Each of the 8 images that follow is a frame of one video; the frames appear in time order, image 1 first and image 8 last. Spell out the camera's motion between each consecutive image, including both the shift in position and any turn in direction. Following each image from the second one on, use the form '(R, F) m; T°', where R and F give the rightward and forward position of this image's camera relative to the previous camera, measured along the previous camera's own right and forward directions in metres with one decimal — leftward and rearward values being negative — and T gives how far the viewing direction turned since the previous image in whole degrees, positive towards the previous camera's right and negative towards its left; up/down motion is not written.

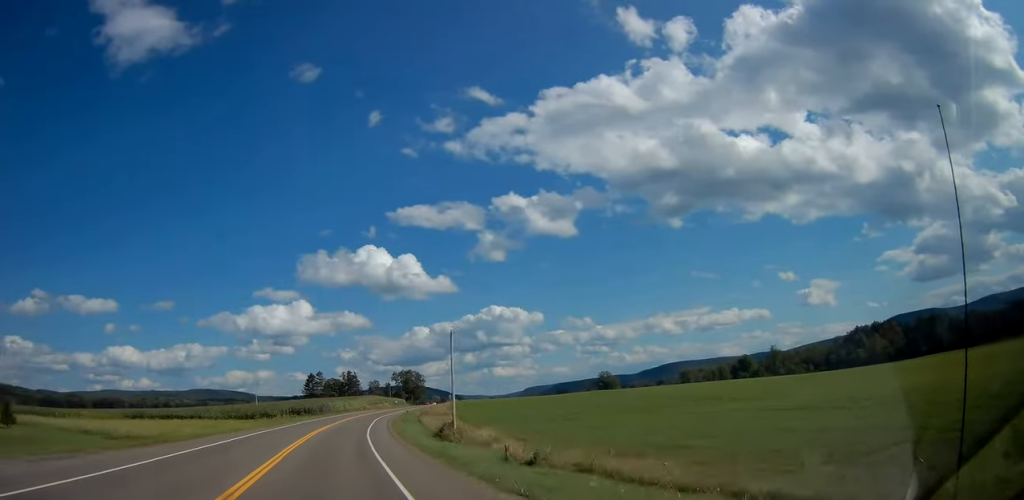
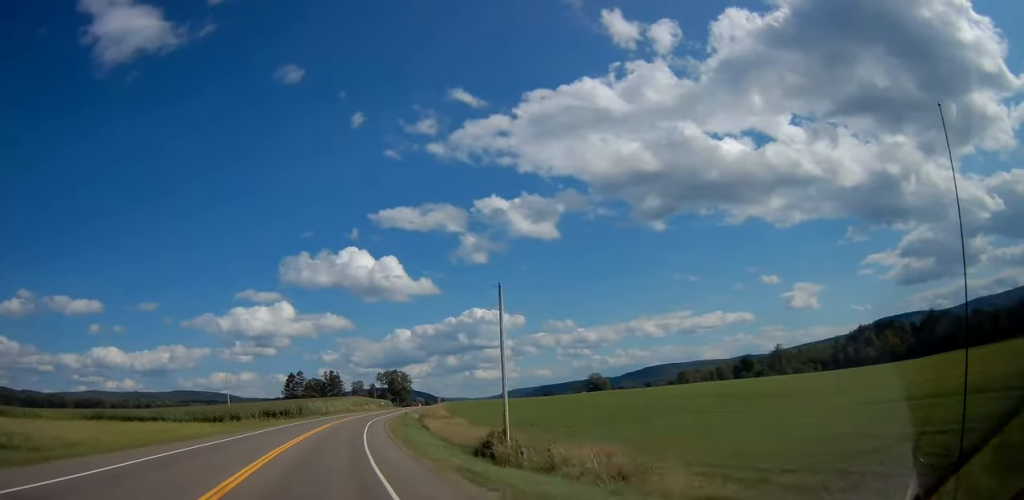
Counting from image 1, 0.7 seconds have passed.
(+0.2, +16.8) m; +2°
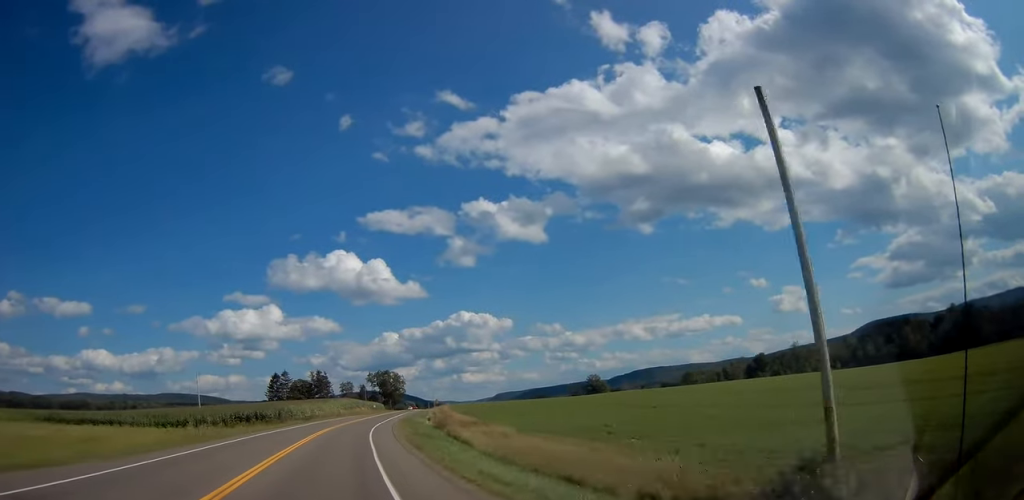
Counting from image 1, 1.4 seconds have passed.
(+0.3, +19.4) m; +2°
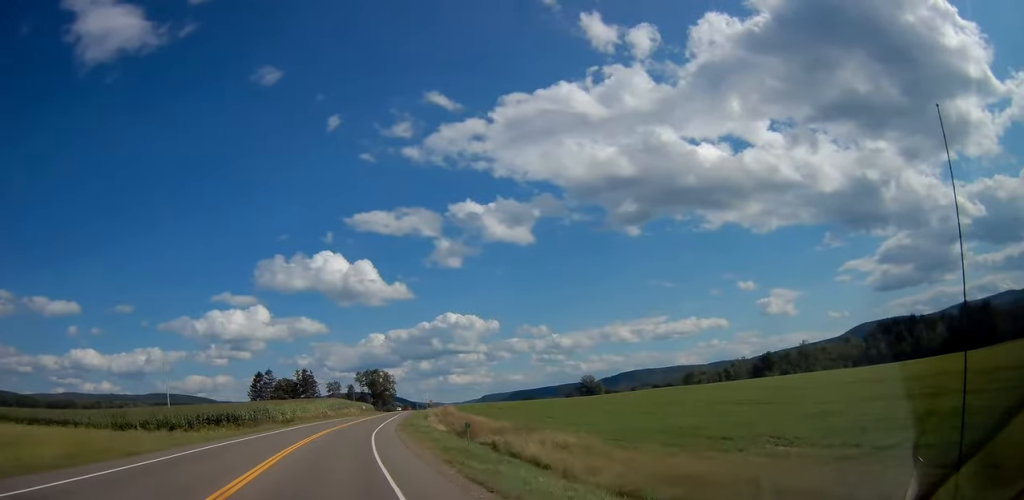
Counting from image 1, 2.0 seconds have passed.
(+0.2, +14.4) m; +1°
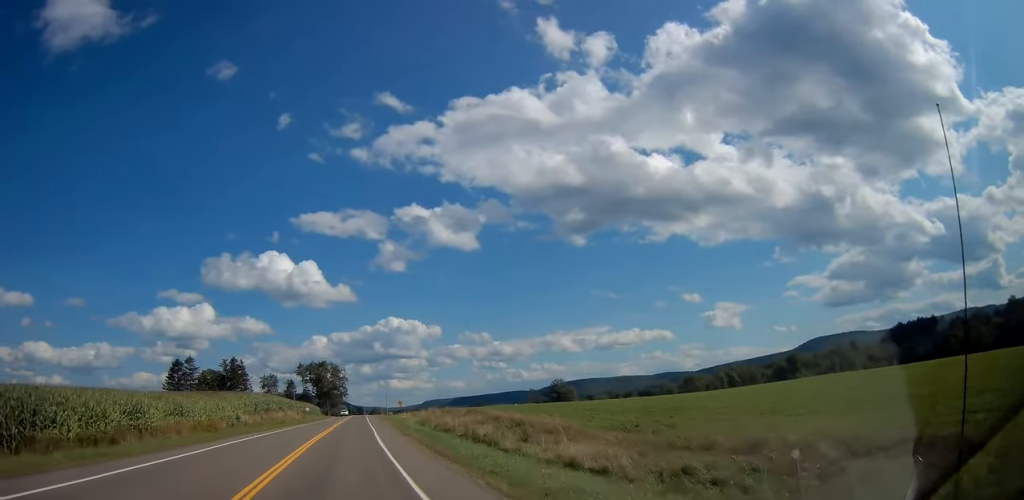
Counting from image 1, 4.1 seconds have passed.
(+2.3, +53.1) m; +5°
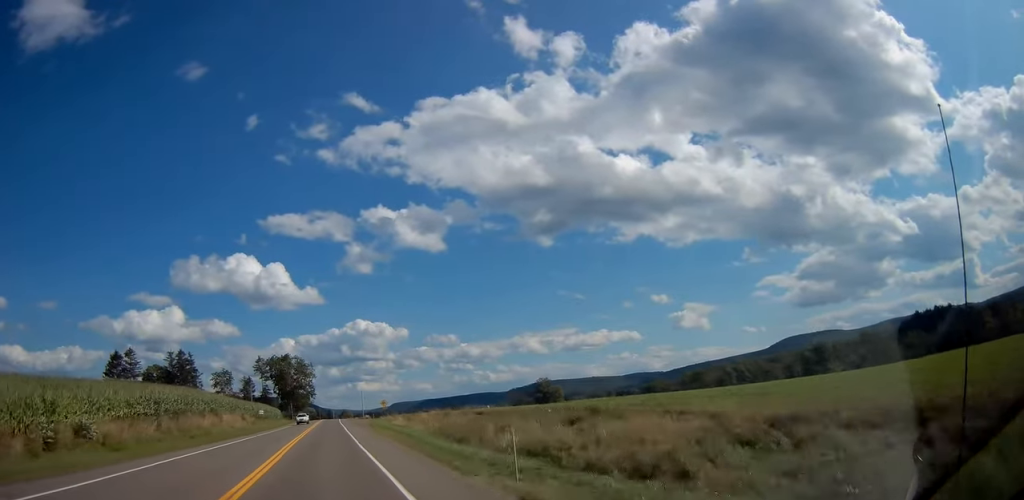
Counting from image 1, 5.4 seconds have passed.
(+1.0, +31.8) m; +4°
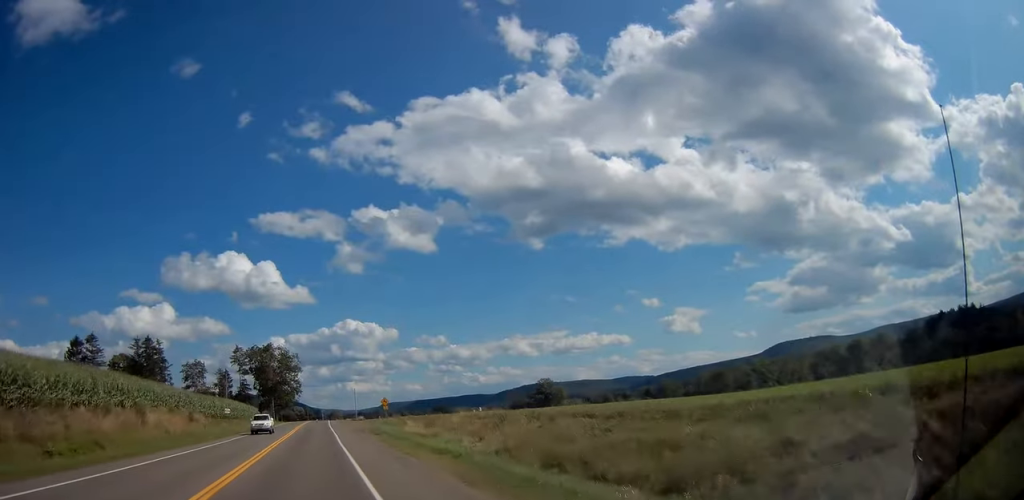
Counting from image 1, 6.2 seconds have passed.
(+0.4, +21.7) m; +2°
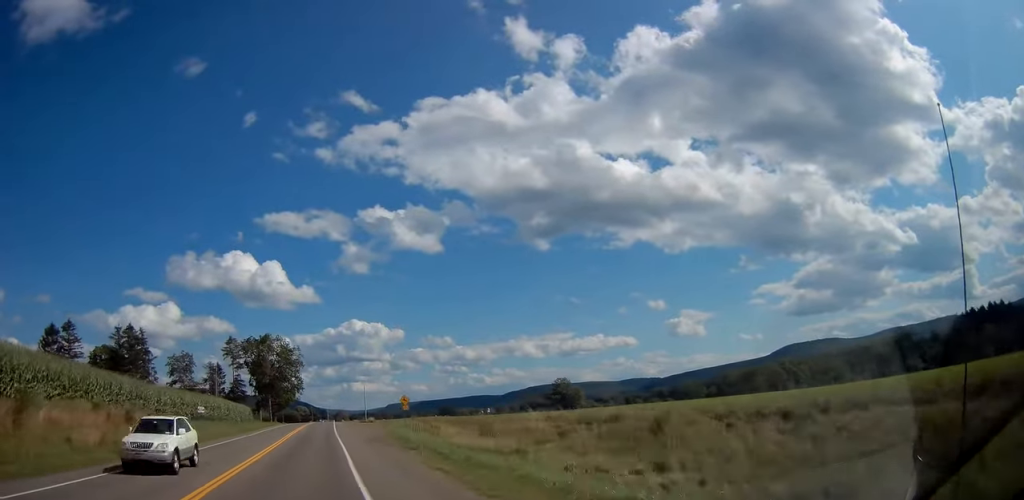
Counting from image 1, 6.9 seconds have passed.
(+0.2, +16.7) m; 0°
